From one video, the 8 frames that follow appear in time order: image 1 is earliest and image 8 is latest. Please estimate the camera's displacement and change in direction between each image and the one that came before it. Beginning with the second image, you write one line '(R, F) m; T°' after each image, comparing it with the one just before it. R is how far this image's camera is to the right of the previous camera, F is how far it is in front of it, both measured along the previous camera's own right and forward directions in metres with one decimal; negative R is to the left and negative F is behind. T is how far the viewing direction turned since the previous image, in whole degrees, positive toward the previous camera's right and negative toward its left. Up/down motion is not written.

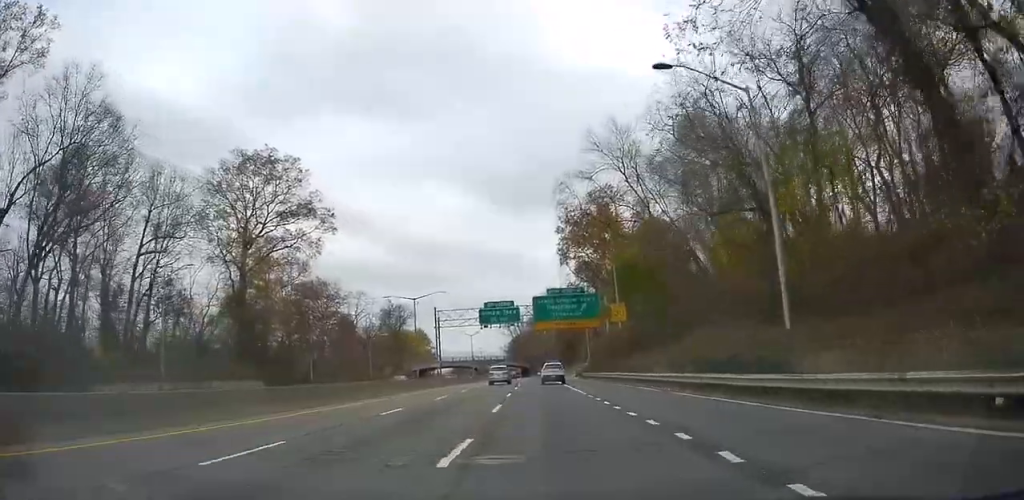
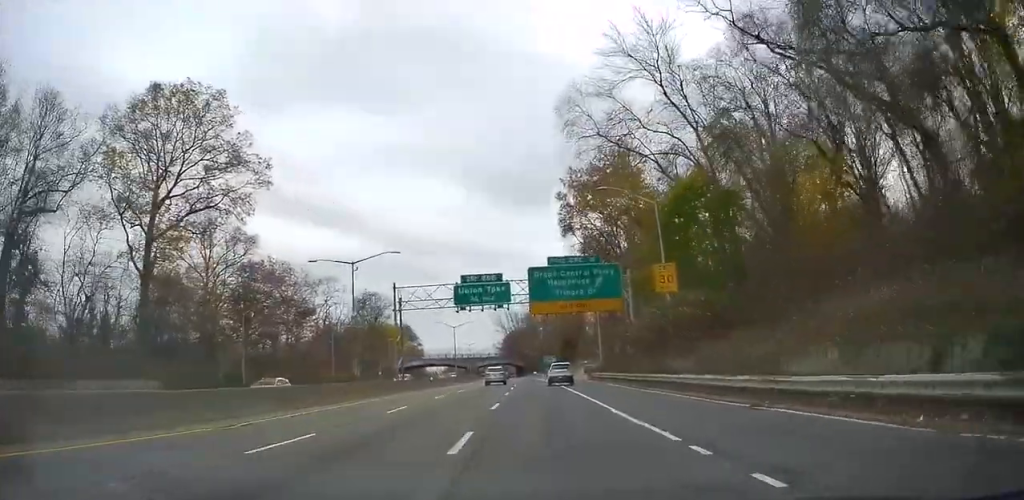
(+0.1, +18.3) m; +1°
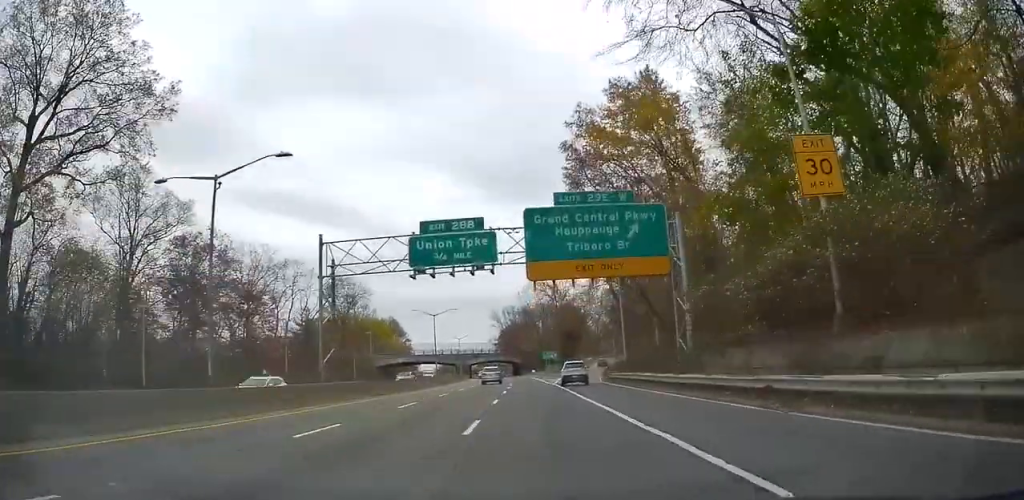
(+0.2, +17.0) m; +1°
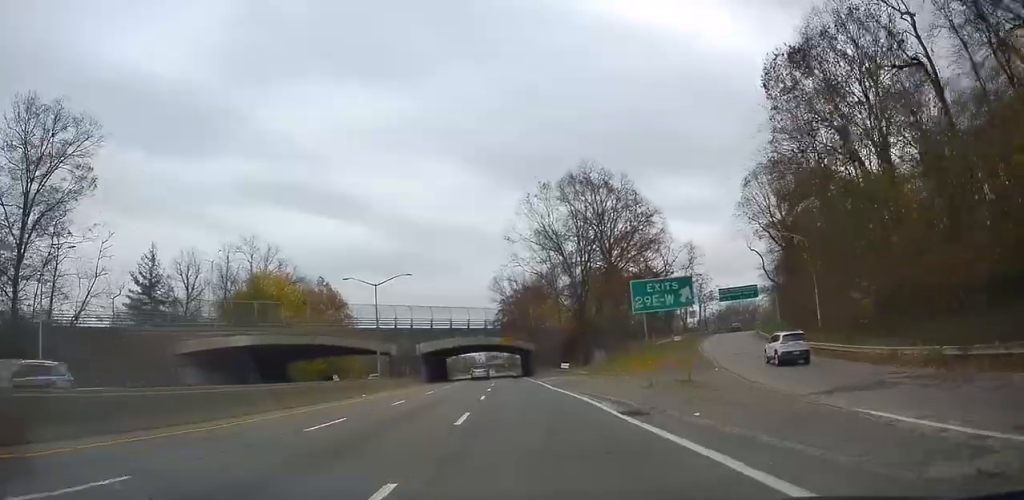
(-0.9, +77.0) m; -1°
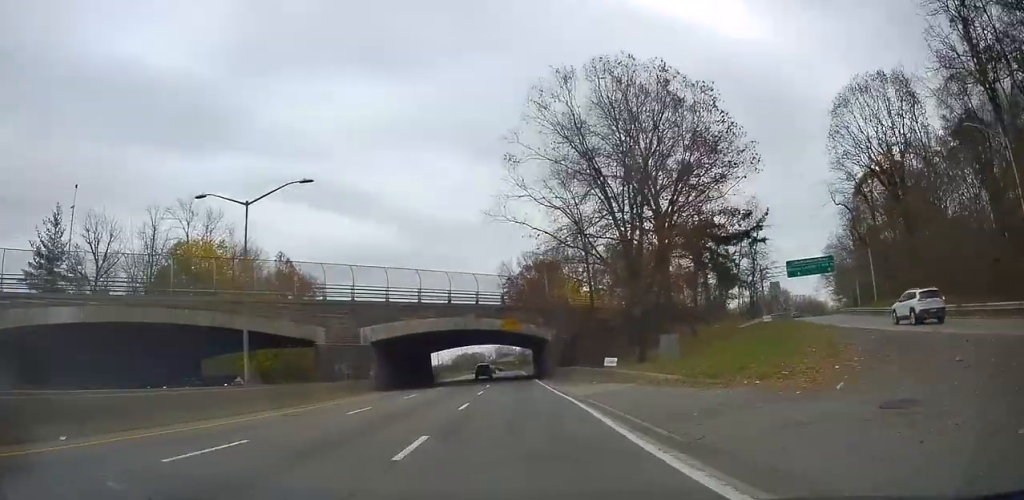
(0.0, +25.4) m; 0°
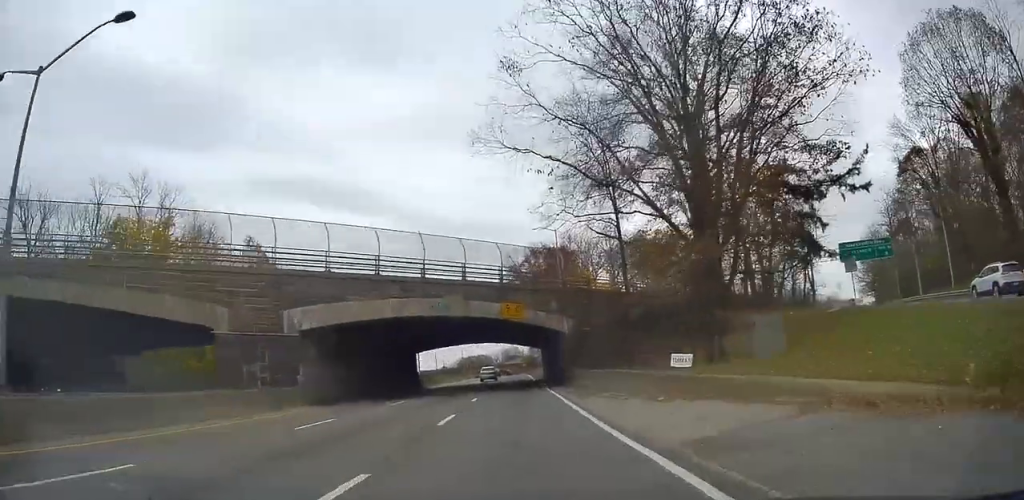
(+0.2, +13.9) m; -1°
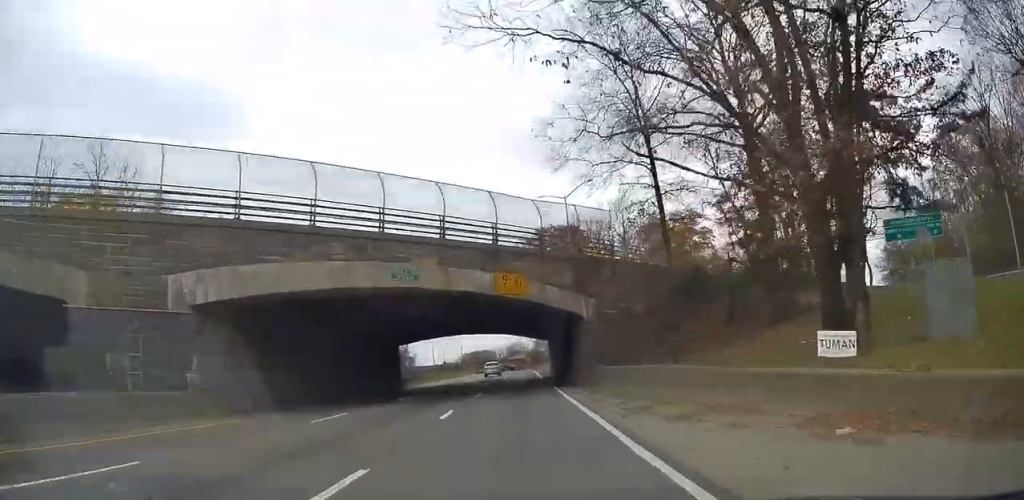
(-0.3, +9.6) m; -1°
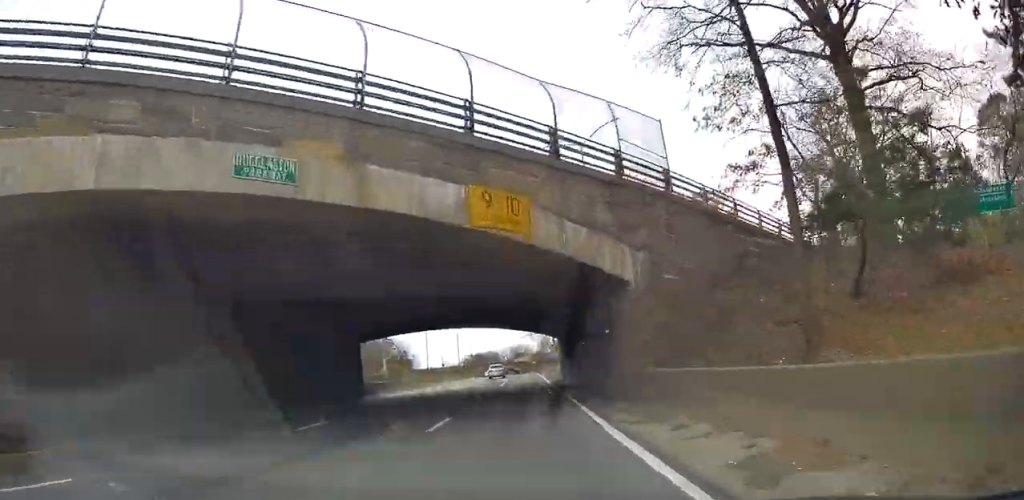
(-0.2, +12.3) m; -1°
